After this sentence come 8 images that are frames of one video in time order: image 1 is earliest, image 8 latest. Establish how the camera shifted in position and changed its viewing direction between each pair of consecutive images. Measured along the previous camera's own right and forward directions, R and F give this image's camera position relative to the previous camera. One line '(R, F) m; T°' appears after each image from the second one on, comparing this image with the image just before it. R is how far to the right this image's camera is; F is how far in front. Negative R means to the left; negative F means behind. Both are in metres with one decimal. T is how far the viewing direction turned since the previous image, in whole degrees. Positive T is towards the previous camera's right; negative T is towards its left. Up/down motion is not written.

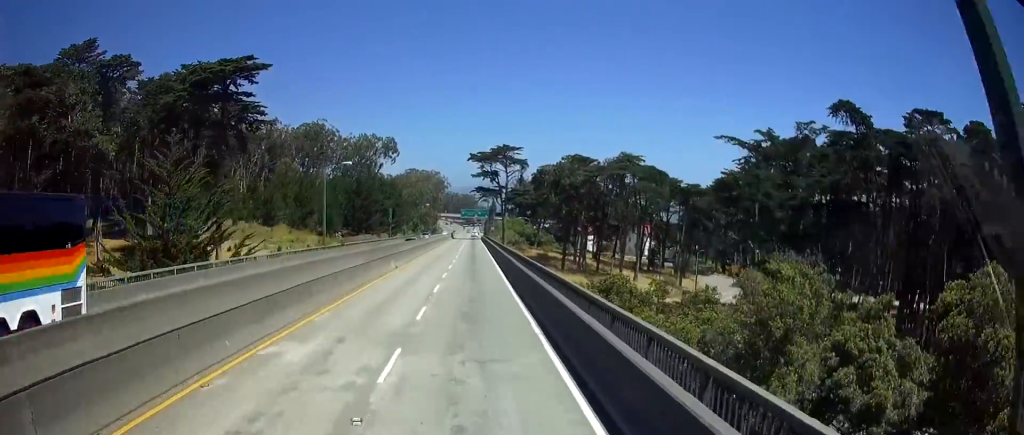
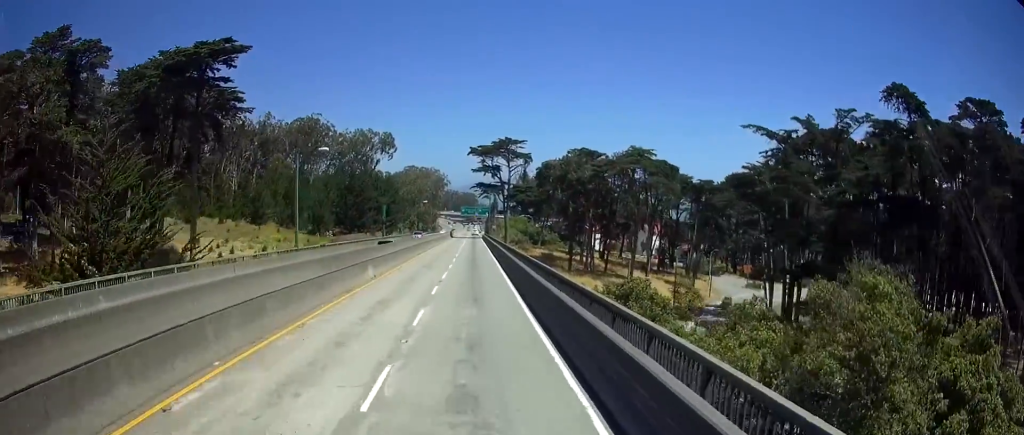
(0.0, +9.0) m; 0°
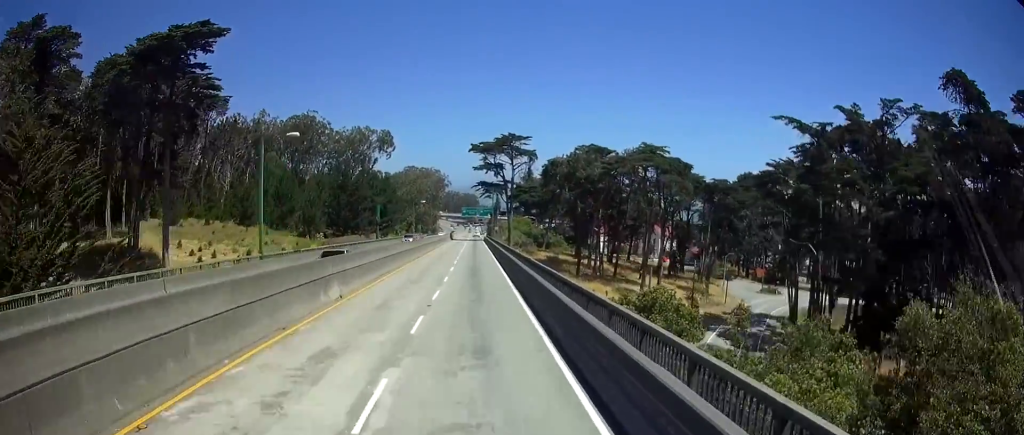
(0.0, +8.4) m; 0°
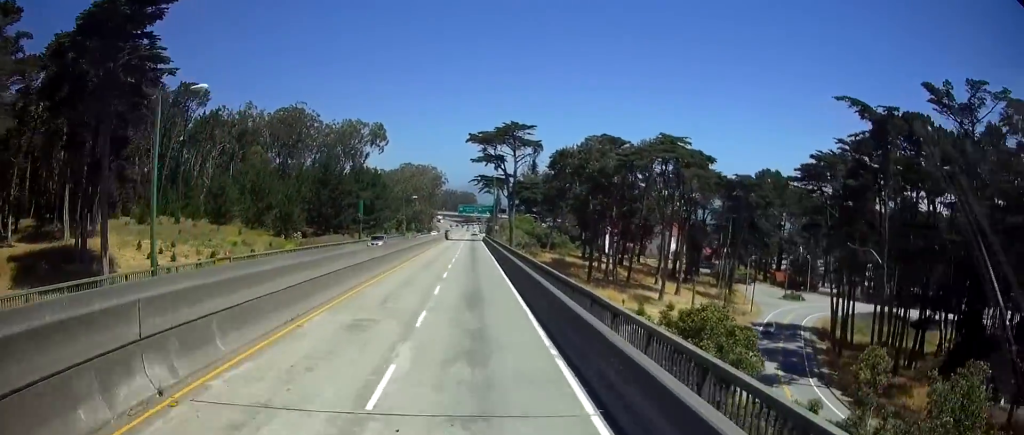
(+0.1, +13.7) m; +1°
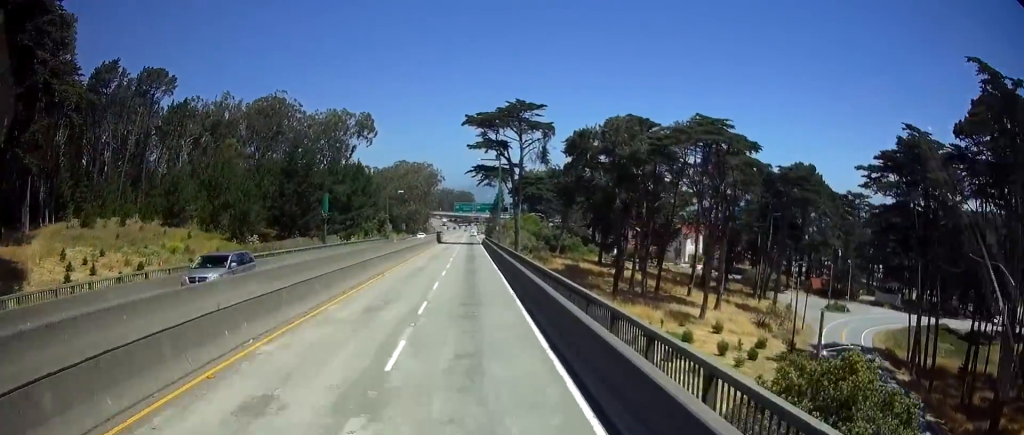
(+0.1, +20.2) m; 0°
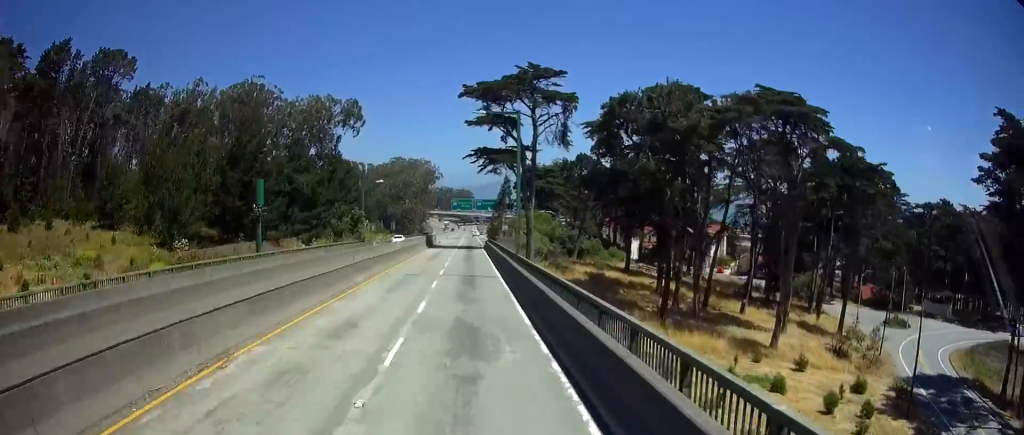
(0.0, +21.5) m; 0°
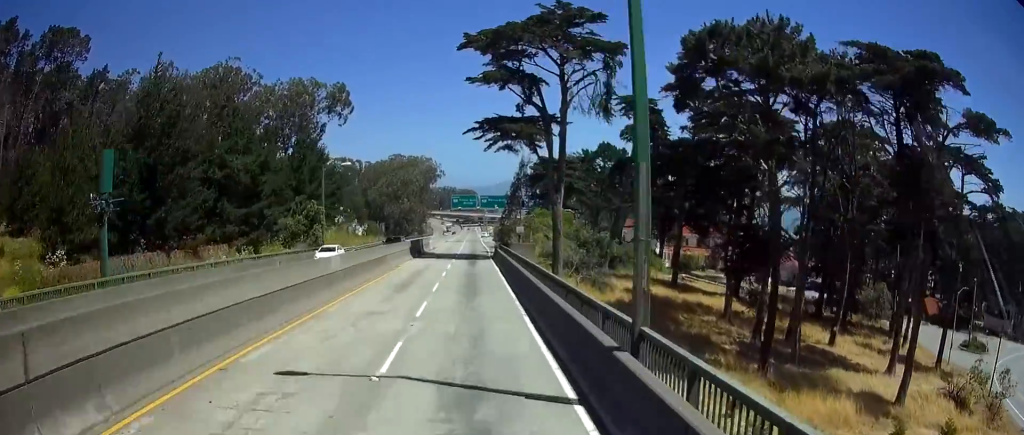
(0.0, +22.2) m; 0°
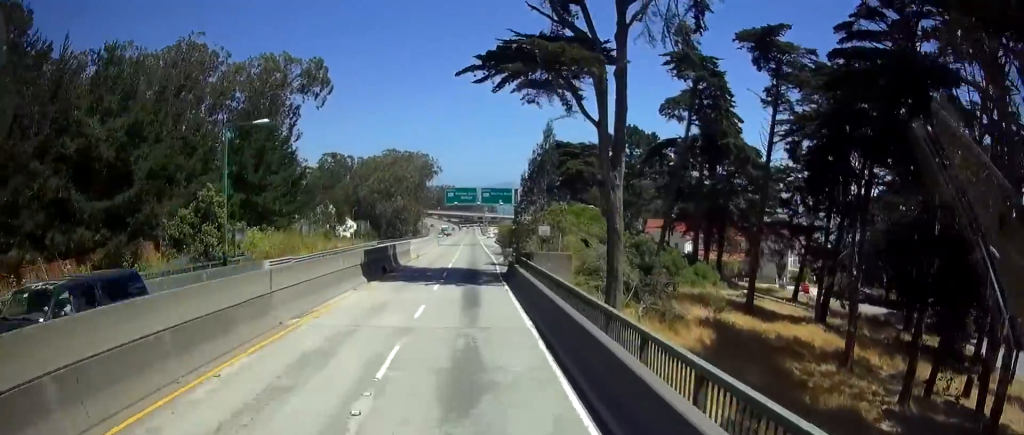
(0.0, +22.1) m; 0°
